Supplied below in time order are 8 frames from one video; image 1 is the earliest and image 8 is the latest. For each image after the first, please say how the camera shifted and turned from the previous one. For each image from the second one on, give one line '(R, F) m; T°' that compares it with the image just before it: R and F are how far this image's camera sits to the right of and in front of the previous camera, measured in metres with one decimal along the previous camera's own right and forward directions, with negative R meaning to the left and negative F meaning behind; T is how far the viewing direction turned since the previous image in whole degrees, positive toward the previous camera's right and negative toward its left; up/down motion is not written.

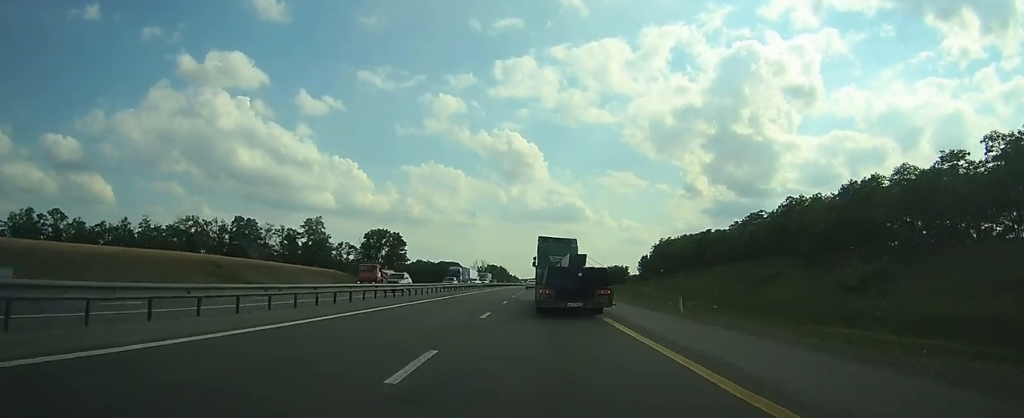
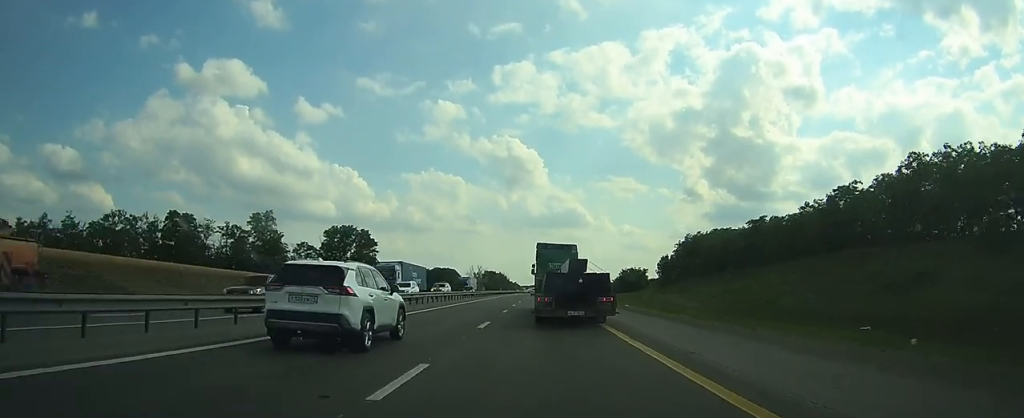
(0.0, +24.8) m; 0°
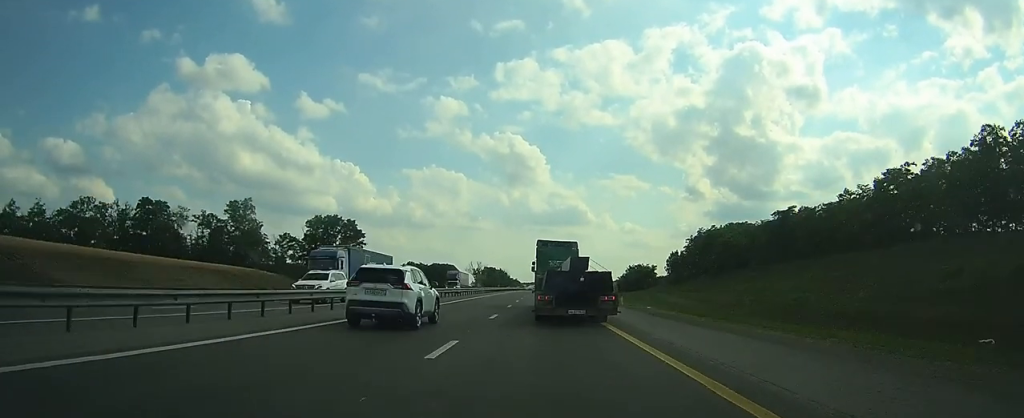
(0.0, +8.7) m; 0°
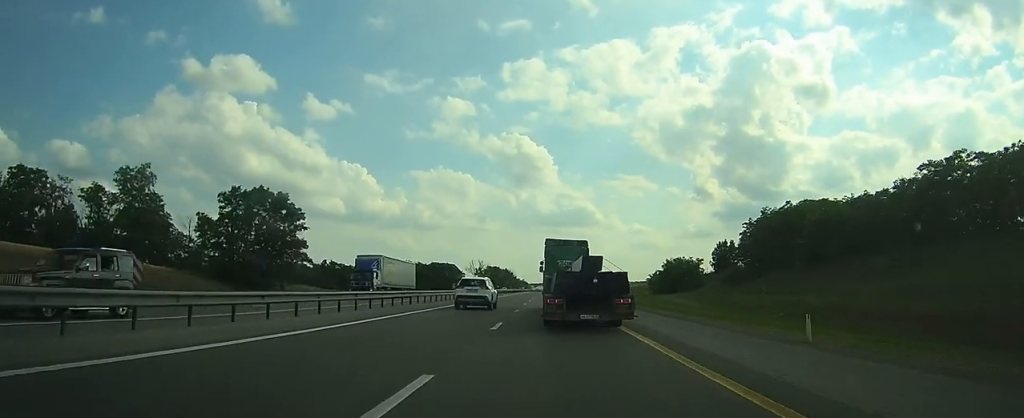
(+0.2, +28.5) m; 0°
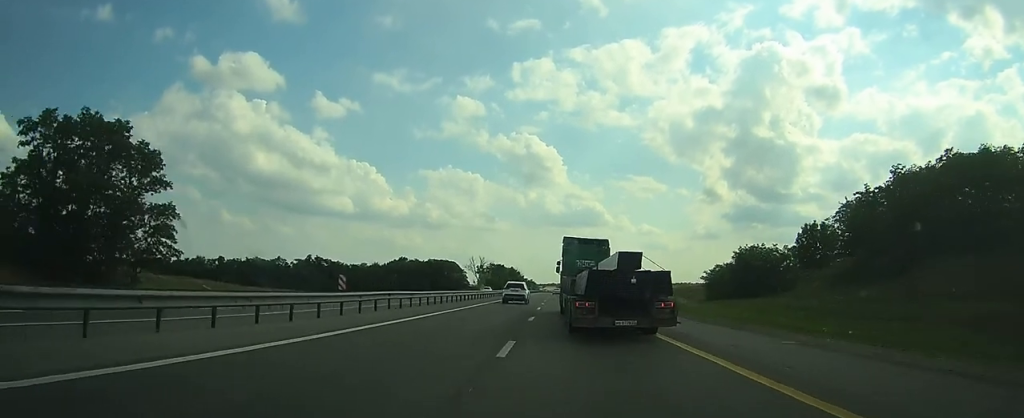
(0.0, +29.3) m; 0°
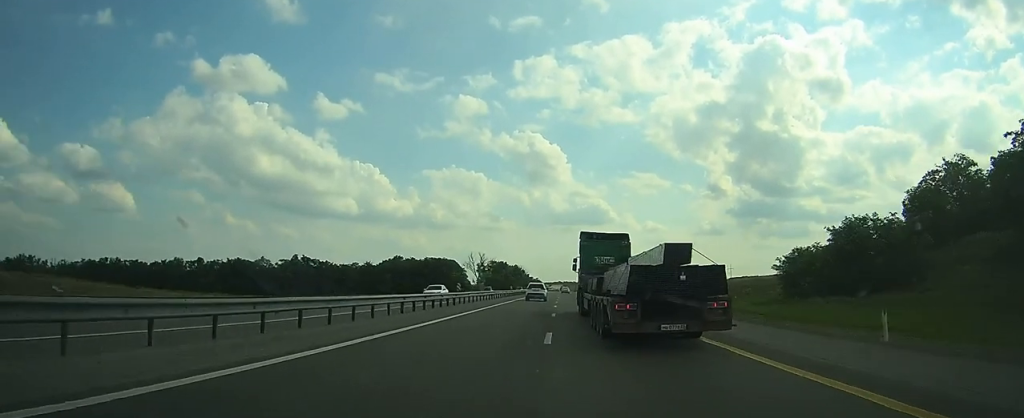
(-0.1, +20.4) m; -1°
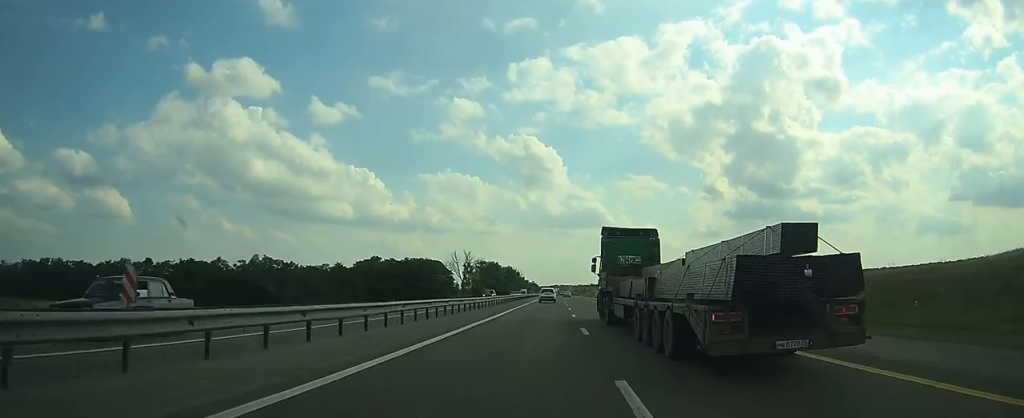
(-0.3, +30.5) m; -1°
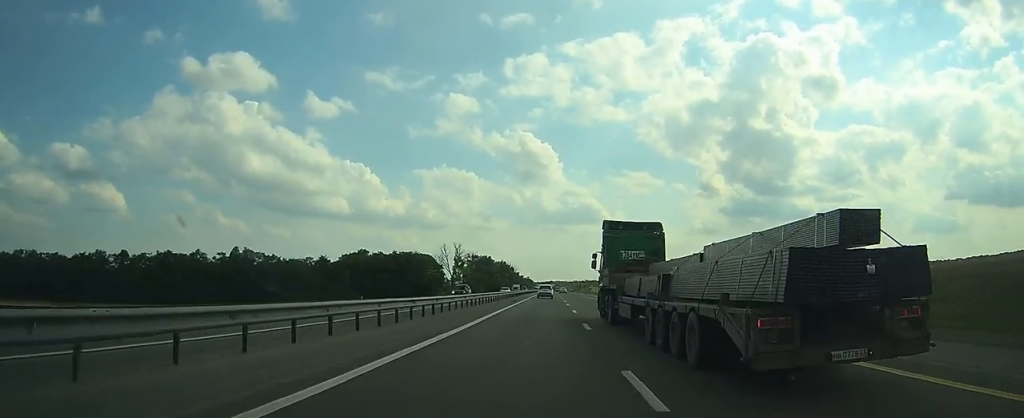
(0.0, +10.7) m; 0°
